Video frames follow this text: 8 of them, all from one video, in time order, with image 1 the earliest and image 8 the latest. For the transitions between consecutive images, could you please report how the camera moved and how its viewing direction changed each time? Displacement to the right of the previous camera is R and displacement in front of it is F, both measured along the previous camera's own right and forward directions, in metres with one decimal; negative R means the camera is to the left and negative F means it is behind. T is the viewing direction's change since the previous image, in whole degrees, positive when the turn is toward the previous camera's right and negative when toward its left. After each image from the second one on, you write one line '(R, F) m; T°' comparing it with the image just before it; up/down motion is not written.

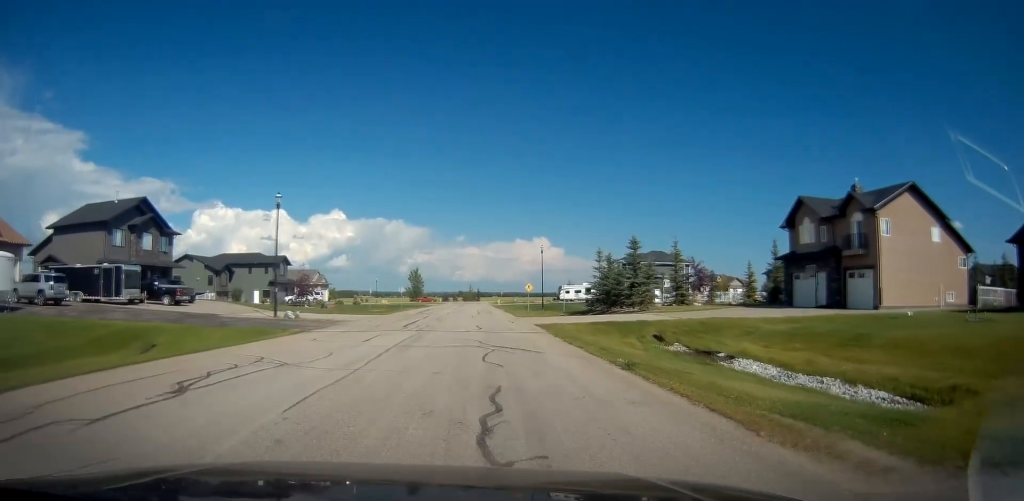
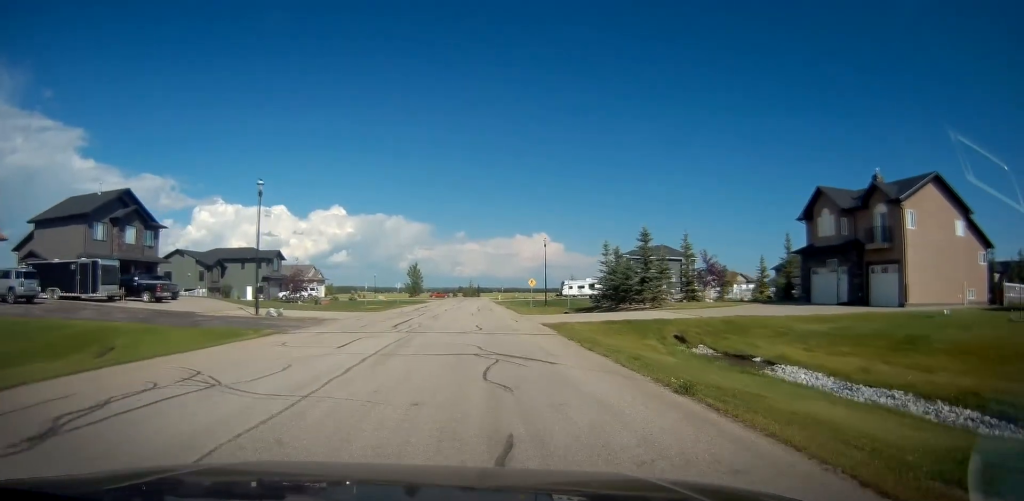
(0.0, +3.0) m; 0°
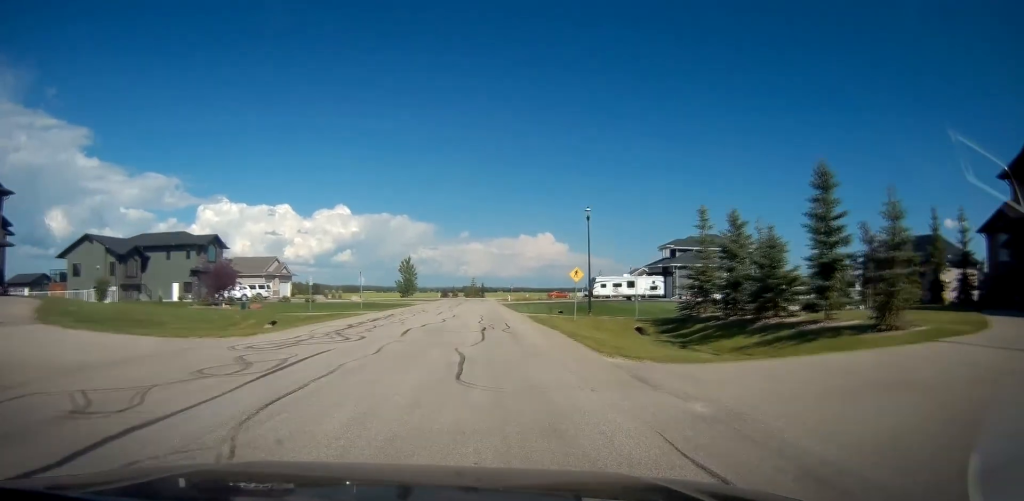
(0.0, +24.0) m; +1°
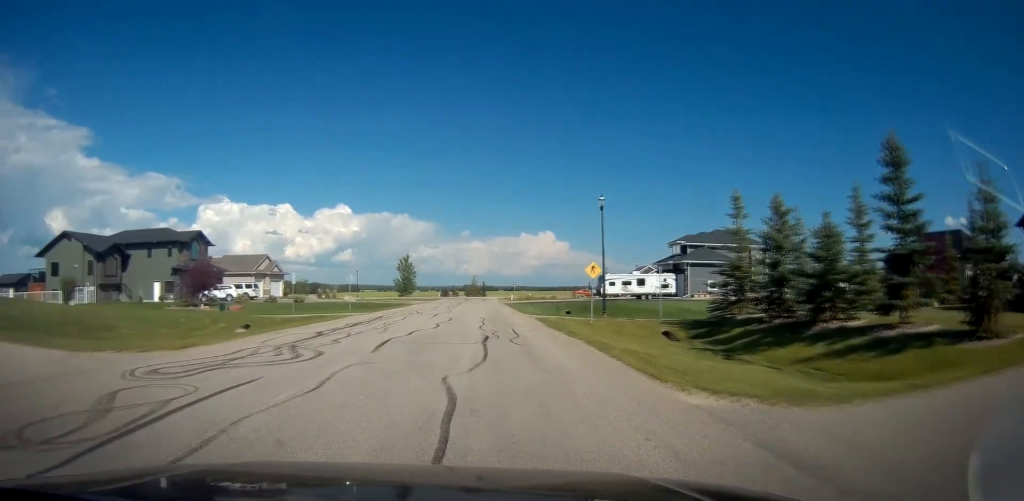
(0.0, +4.3) m; +2°
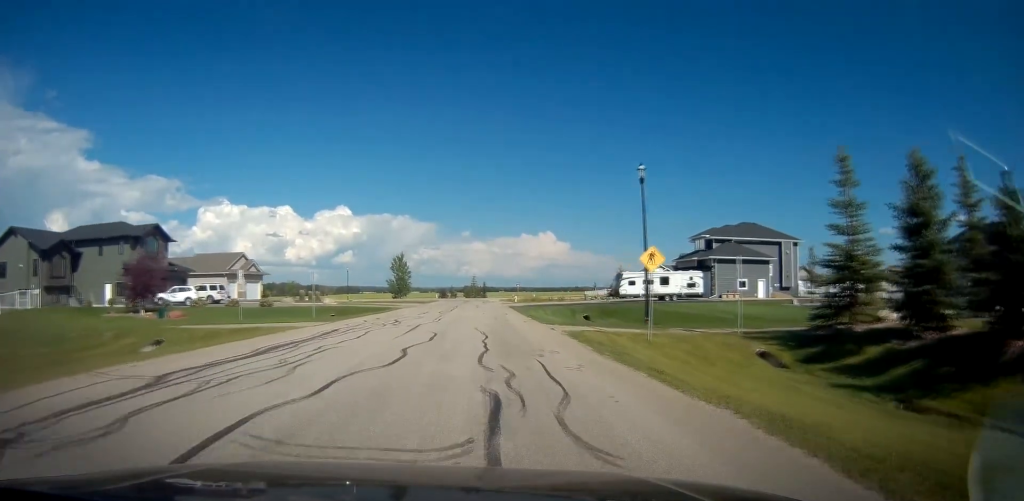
(+0.3, +9.2) m; +1°
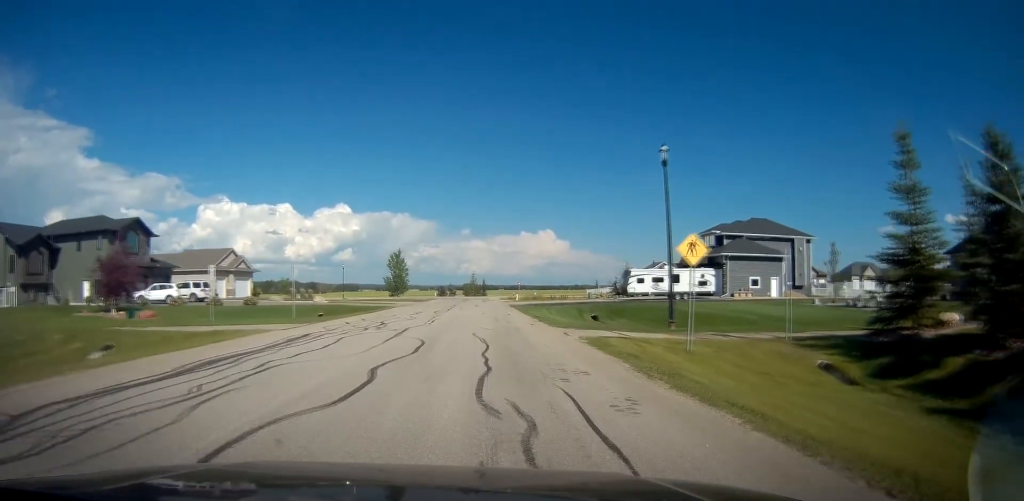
(0.0, +3.5) m; -1°
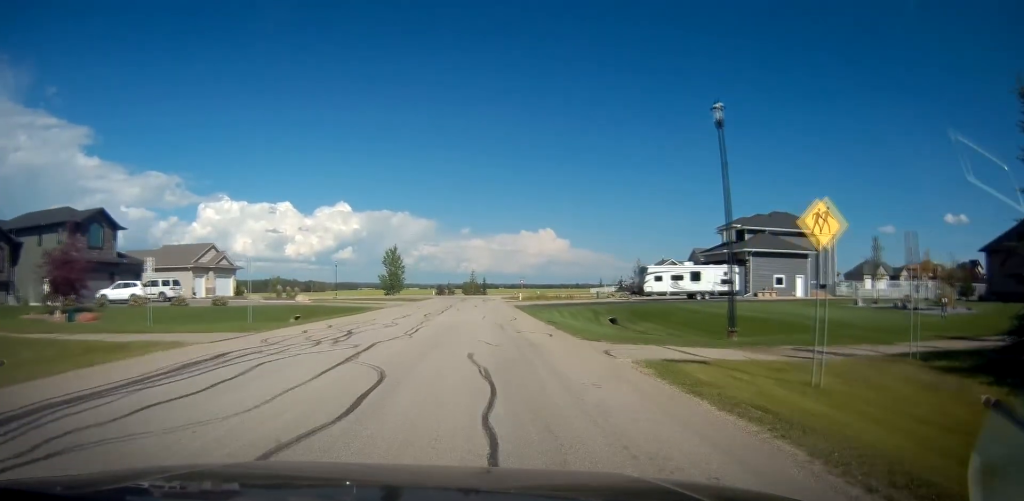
(-0.2, +5.8) m; -2°
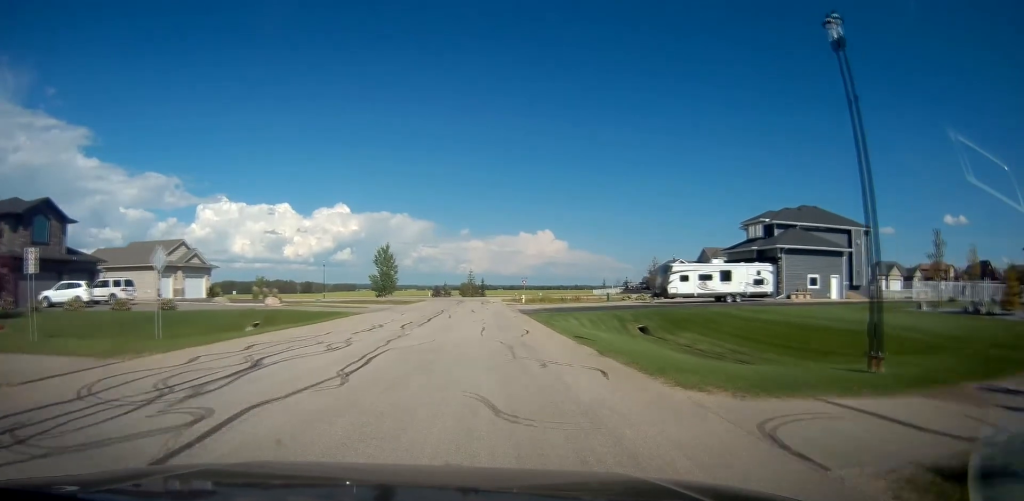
(0.0, +7.1) m; 0°
